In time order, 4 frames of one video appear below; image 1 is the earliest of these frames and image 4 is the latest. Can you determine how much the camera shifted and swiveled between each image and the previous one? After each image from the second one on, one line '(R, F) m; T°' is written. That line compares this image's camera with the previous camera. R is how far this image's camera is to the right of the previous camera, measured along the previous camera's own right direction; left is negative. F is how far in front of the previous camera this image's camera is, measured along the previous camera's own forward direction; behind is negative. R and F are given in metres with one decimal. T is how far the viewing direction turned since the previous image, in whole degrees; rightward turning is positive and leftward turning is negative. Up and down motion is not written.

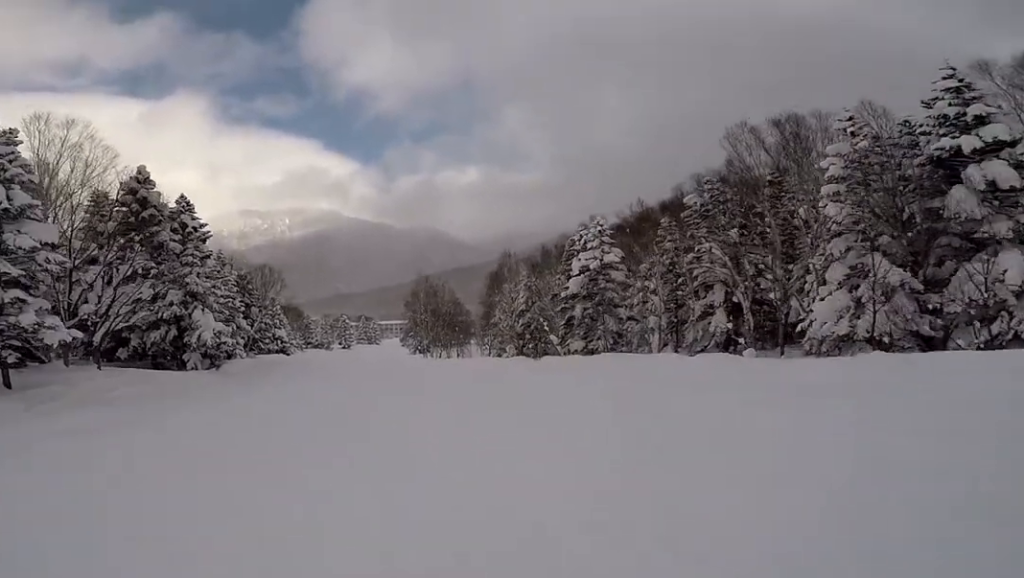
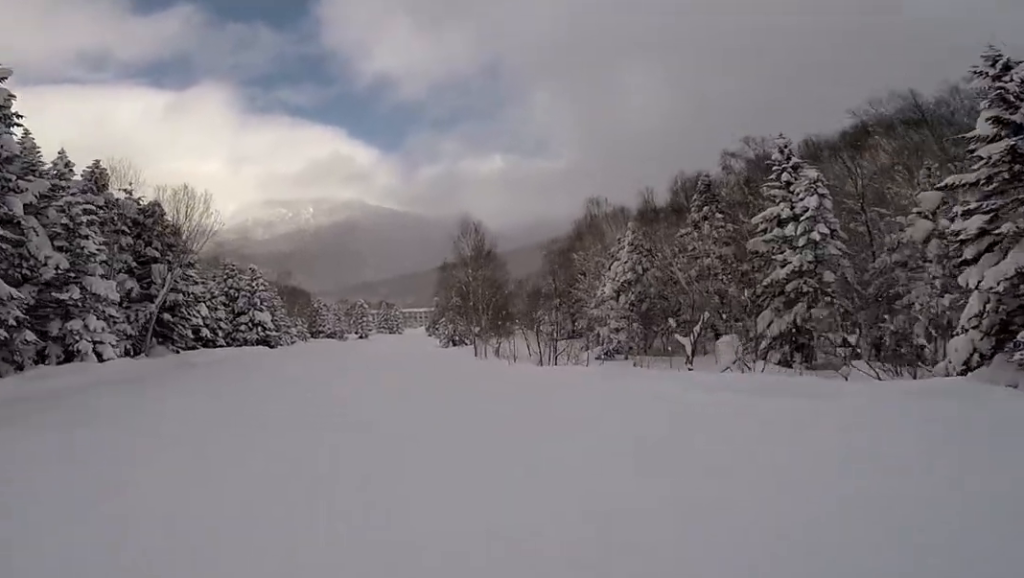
(+1.7, +21.4) m; +7°
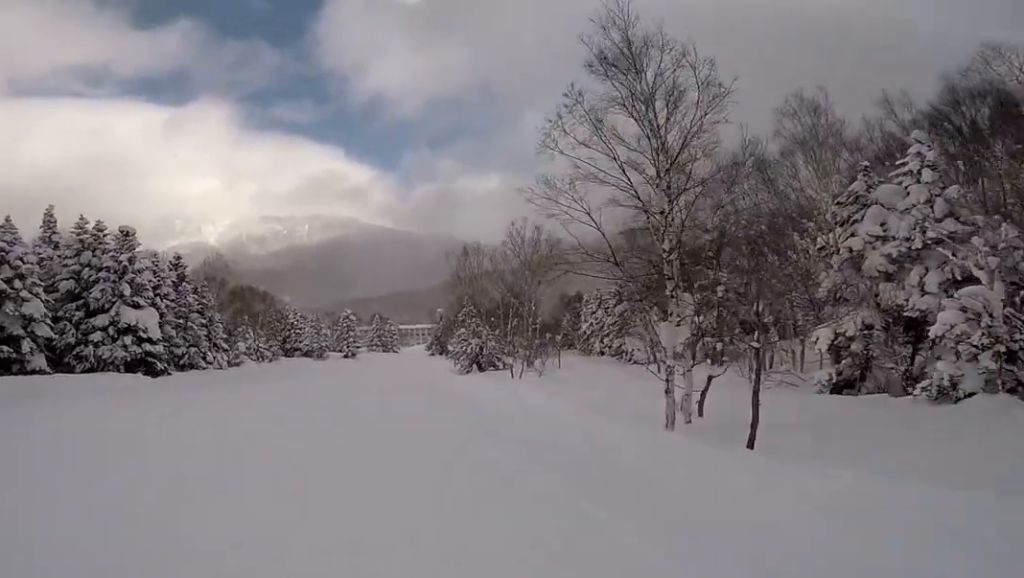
(-4.0, +24.4) m; -5°
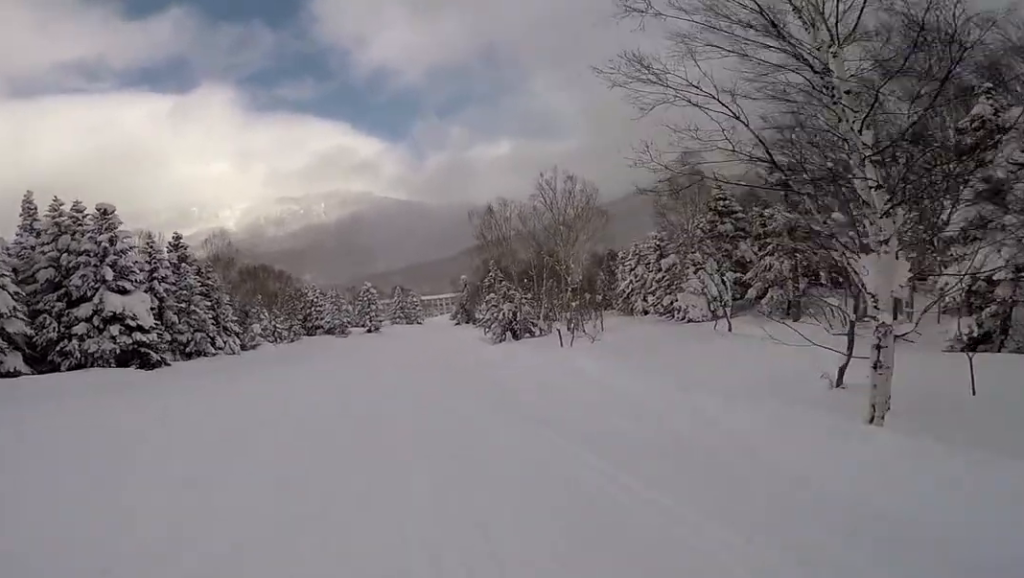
(+0.6, +4.0) m; +2°
